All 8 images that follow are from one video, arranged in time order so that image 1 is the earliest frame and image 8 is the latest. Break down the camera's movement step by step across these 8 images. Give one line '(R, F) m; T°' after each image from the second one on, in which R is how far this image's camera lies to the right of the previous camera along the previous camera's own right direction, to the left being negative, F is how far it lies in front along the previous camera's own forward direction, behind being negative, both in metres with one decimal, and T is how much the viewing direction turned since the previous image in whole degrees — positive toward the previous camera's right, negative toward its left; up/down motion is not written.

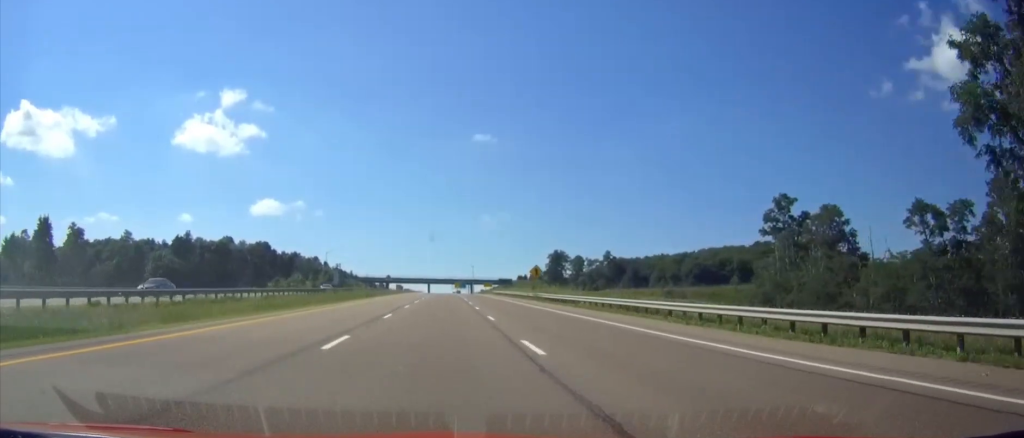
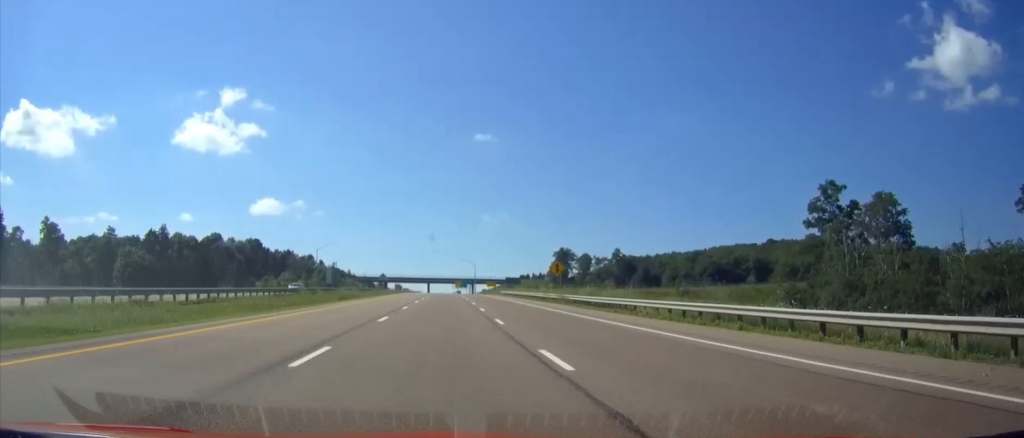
(0.0, +14.9) m; 0°
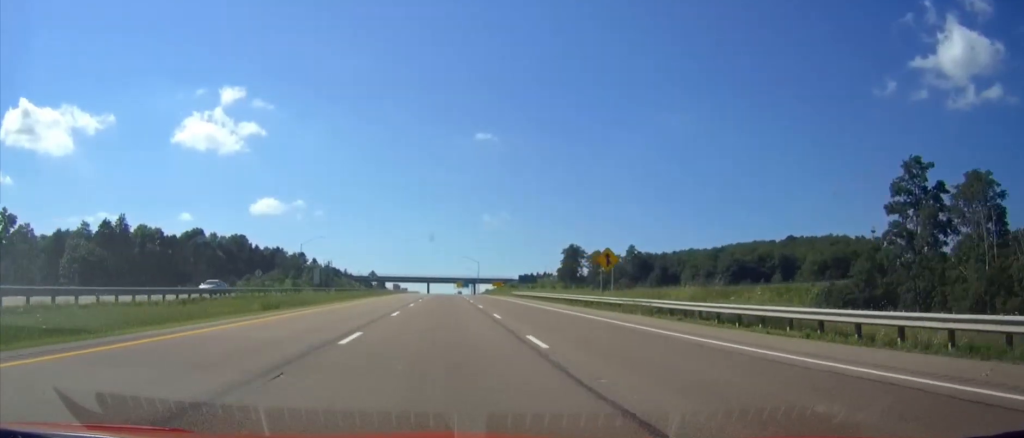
(0.0, +20.6) m; 0°
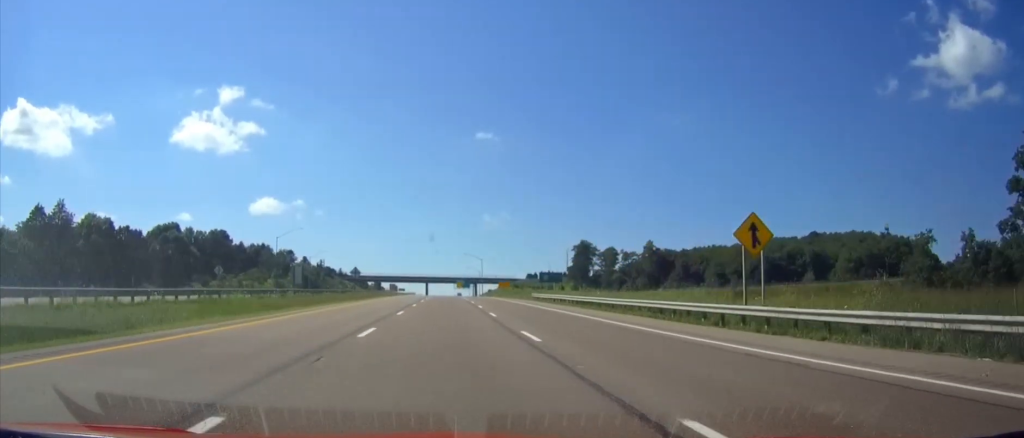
(0.0, +22.8) m; 0°
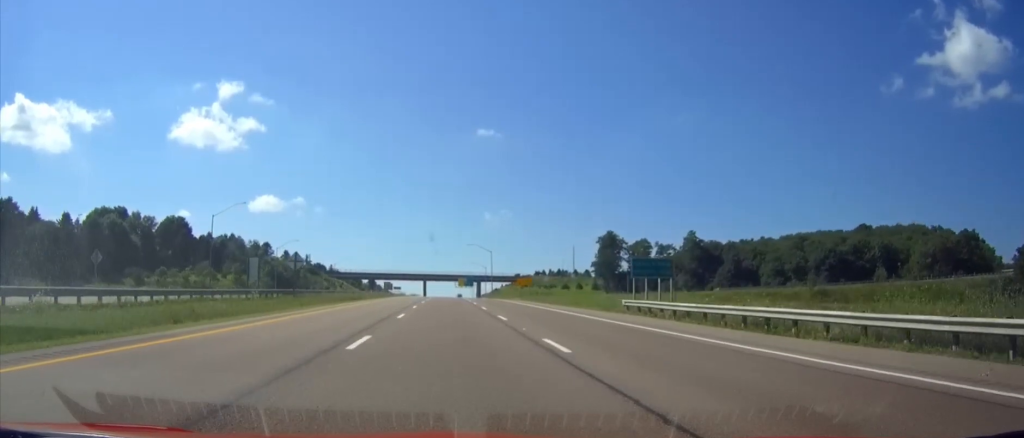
(0.0, +39.6) m; 0°
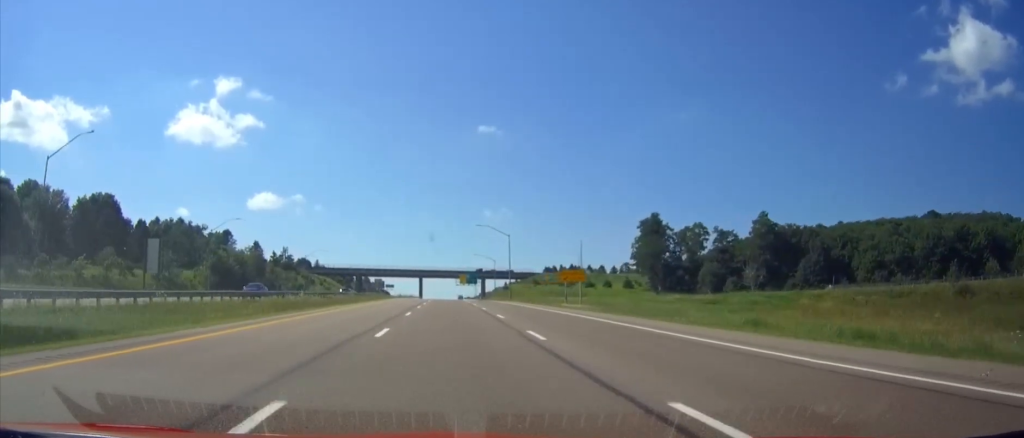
(0.0, +46.1) m; 0°
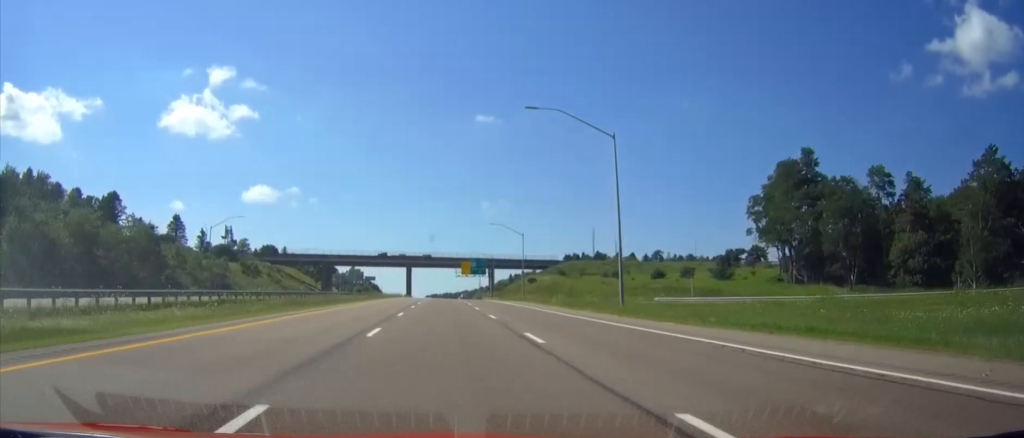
(+0.5, +74.0) m; +1°
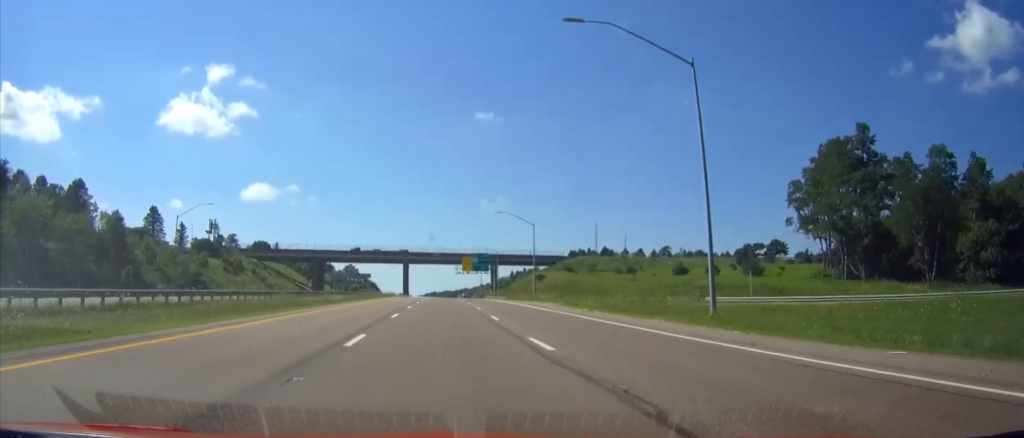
(0.0, +14.6) m; 0°
